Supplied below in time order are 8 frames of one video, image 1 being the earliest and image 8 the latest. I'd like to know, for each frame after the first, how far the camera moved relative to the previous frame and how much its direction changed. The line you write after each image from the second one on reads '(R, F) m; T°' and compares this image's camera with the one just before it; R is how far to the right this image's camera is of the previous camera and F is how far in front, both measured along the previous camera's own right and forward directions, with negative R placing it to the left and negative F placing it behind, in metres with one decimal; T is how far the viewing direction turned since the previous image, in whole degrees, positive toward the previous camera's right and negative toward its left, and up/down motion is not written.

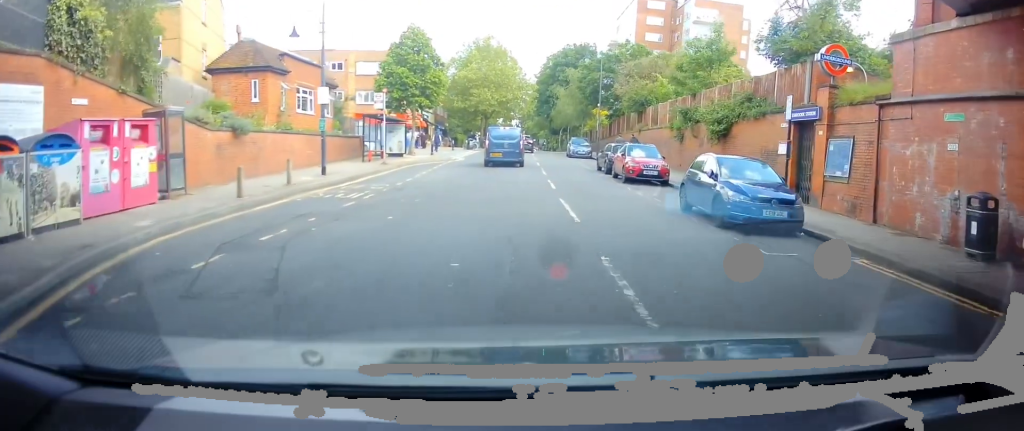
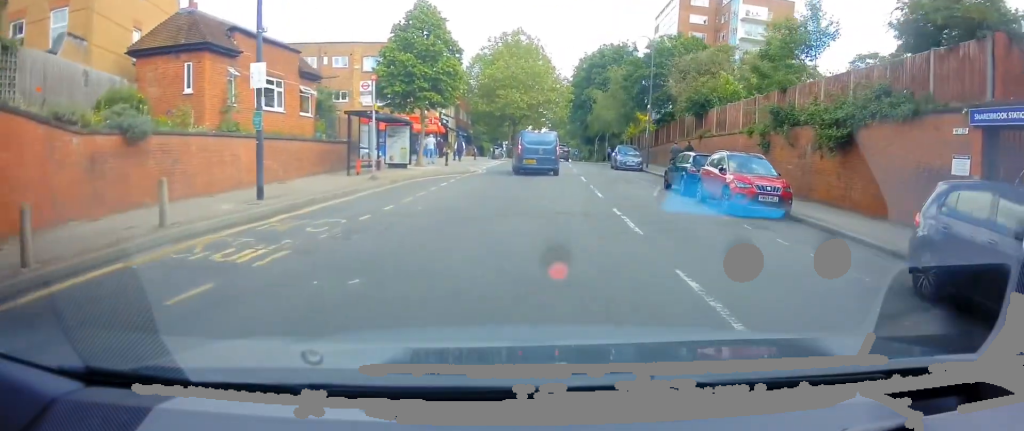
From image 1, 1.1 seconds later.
(-0.3, +8.9) m; -2°
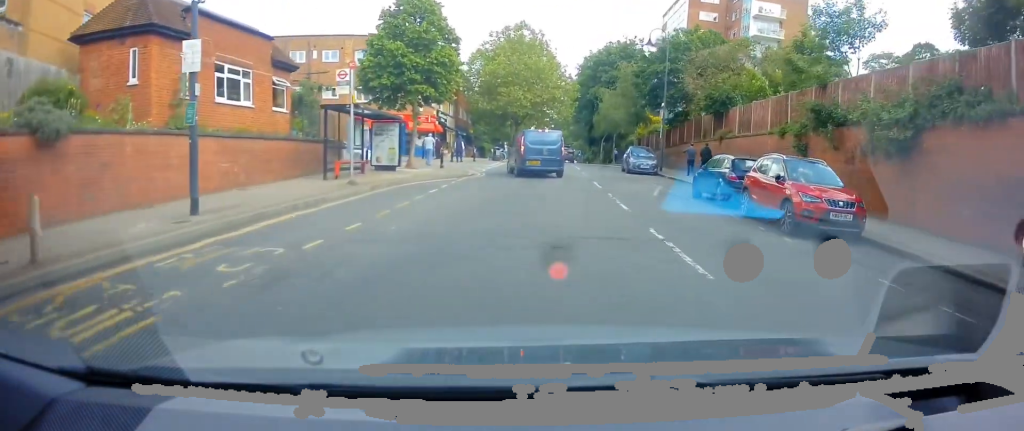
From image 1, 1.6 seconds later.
(0.0, +3.8) m; 0°
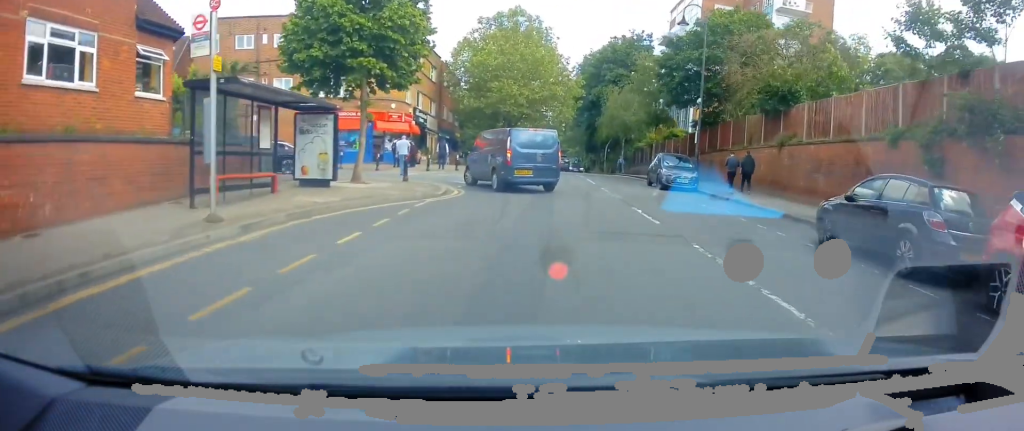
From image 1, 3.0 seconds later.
(0.0, +9.4) m; +1°
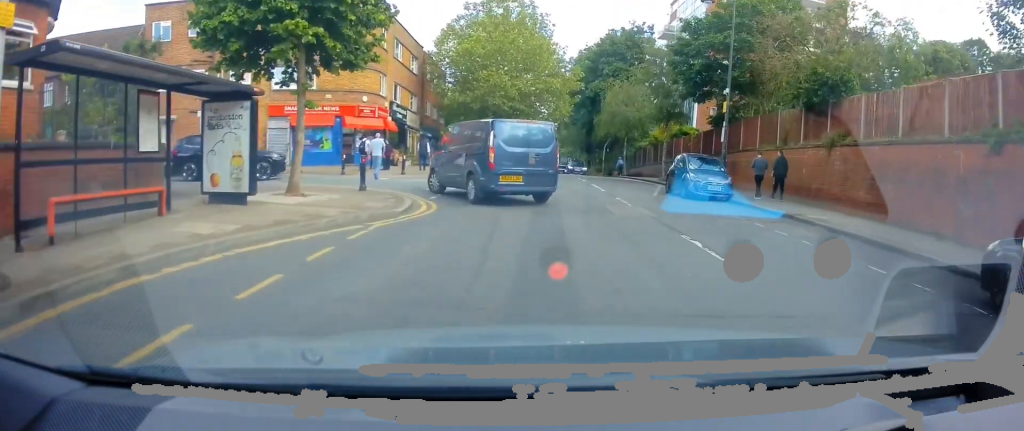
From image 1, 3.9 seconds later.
(0.0, +5.2) m; -1°
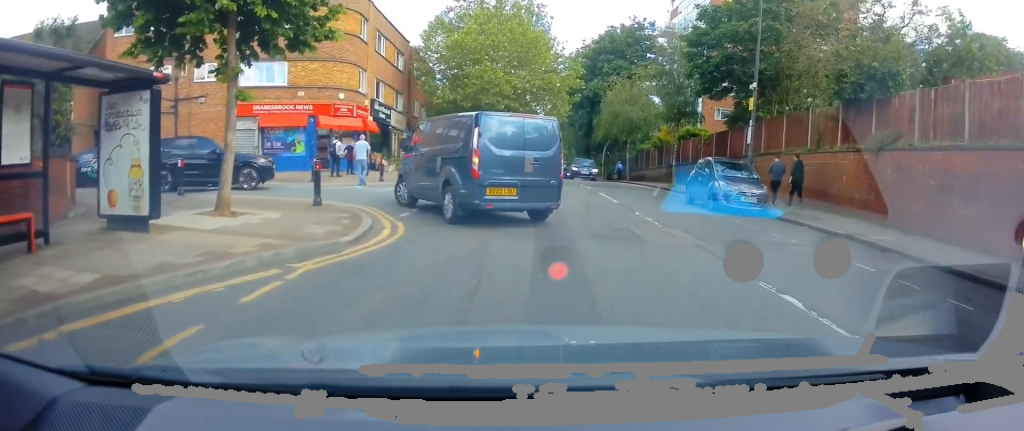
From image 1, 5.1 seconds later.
(-0.1, +4.1) m; 0°
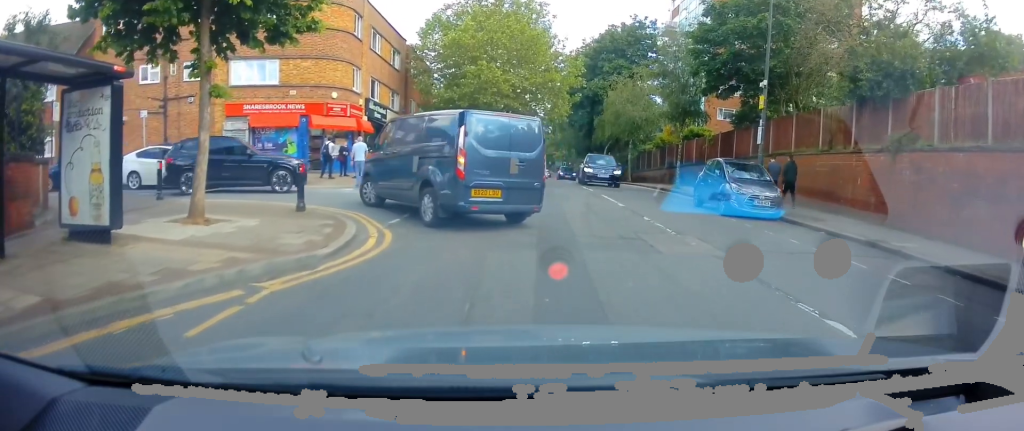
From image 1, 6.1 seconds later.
(+0.2, +1.3) m; 0°
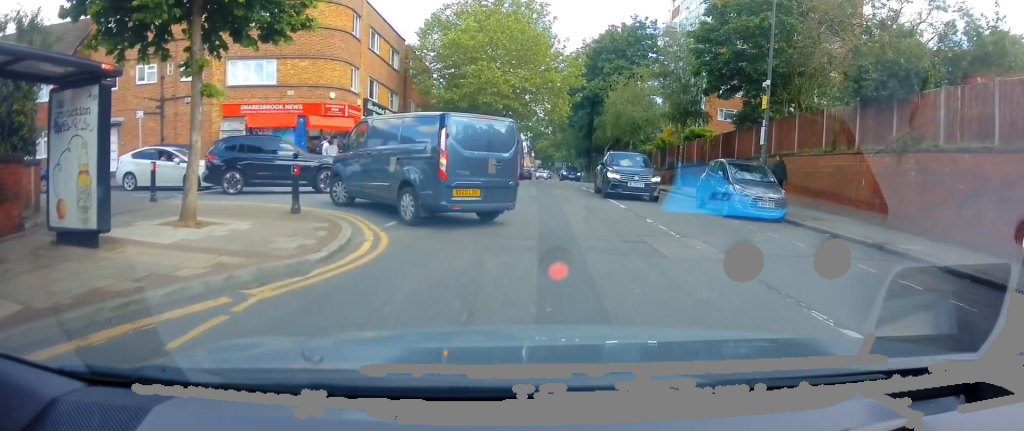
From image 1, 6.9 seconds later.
(+0.1, +0.4) m; 0°
